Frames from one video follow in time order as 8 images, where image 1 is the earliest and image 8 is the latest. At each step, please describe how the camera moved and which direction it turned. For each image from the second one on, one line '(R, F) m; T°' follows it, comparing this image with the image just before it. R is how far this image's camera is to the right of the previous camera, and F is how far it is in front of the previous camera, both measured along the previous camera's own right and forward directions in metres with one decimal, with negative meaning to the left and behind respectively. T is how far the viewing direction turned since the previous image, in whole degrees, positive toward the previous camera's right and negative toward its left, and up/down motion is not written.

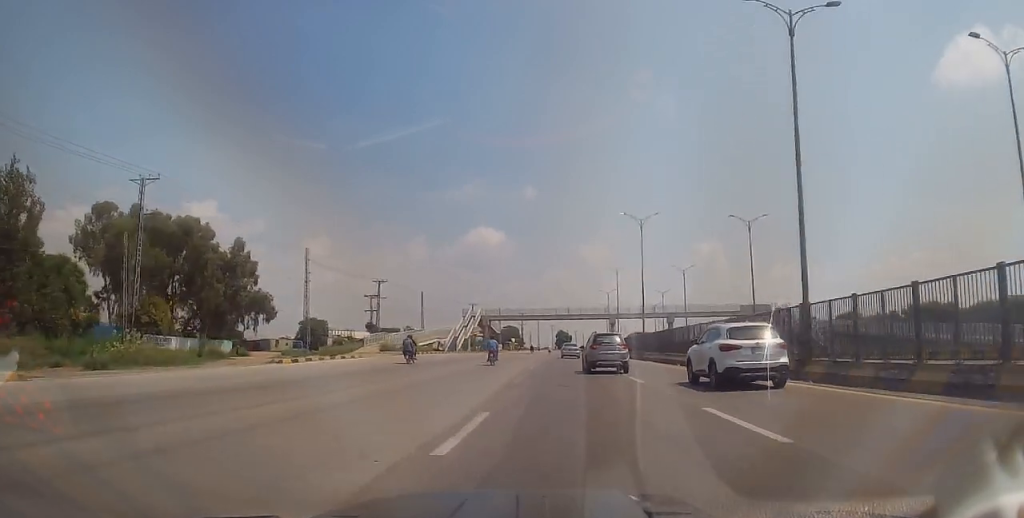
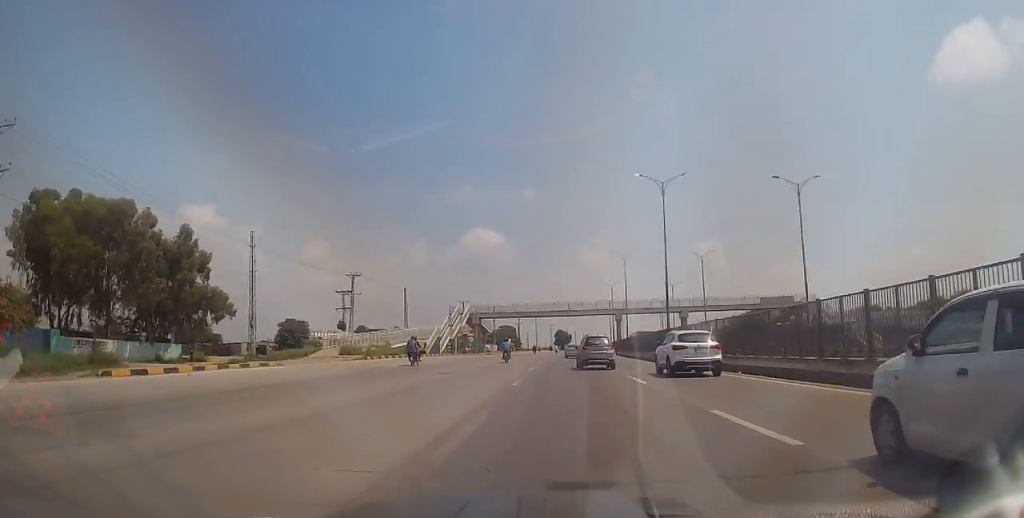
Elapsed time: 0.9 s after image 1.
(+0.3, +12.3) m; +2°
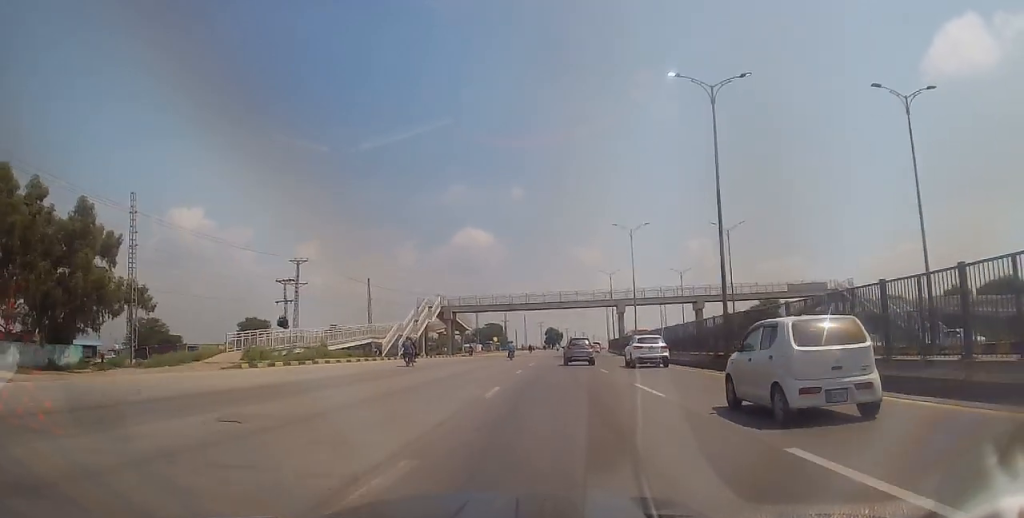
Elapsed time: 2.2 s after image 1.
(+0.3, +16.4) m; +1°
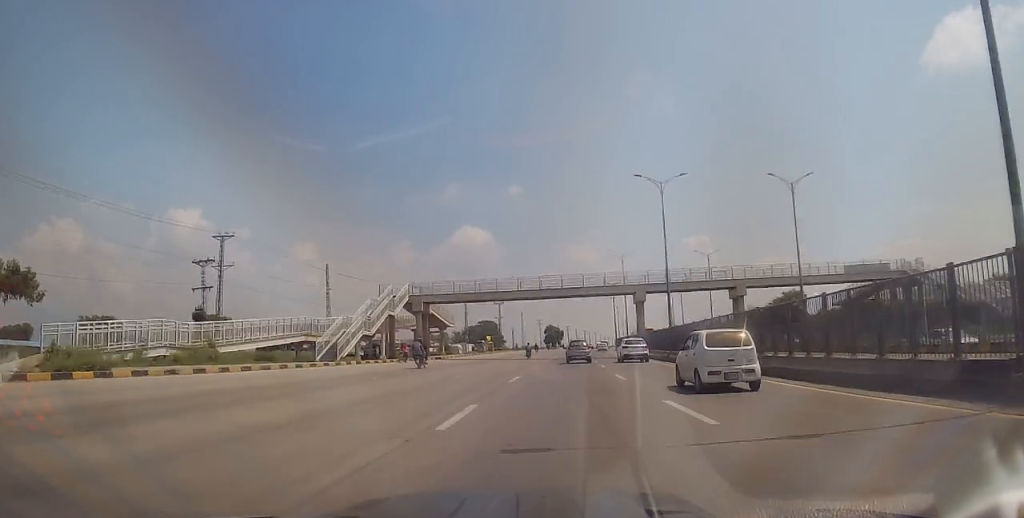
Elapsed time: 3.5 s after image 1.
(0.0, +17.7) m; -1°
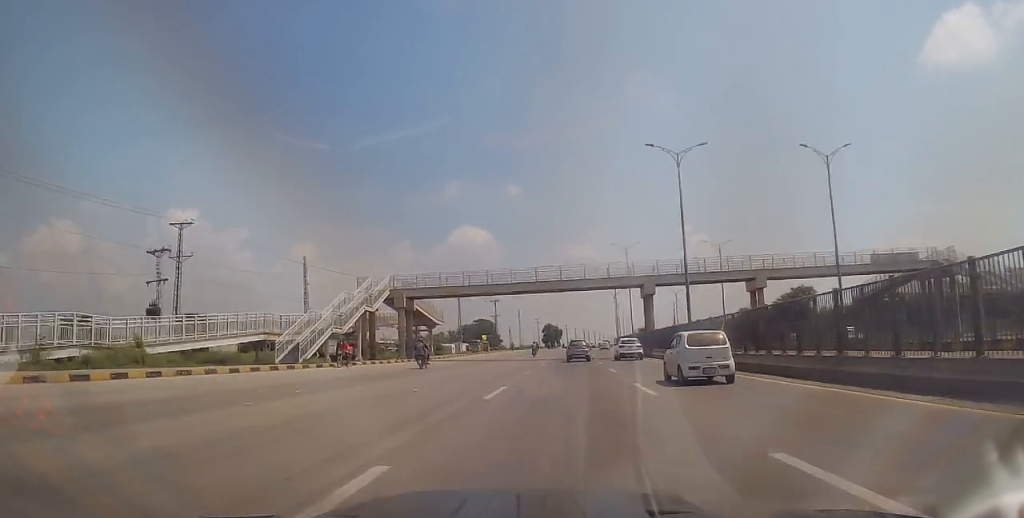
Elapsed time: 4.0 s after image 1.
(-0.1, +6.6) m; 0°
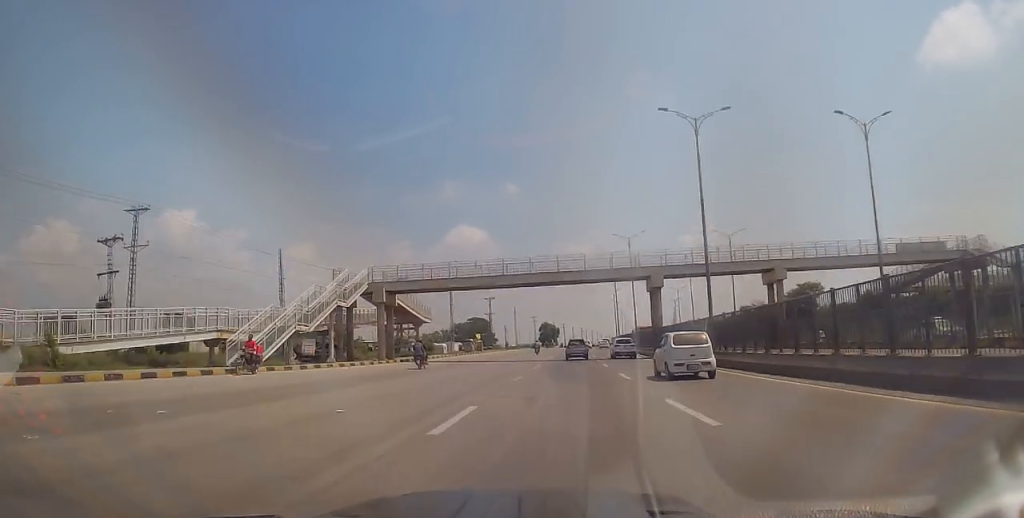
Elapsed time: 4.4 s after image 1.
(-0.1, +5.7) m; 0°
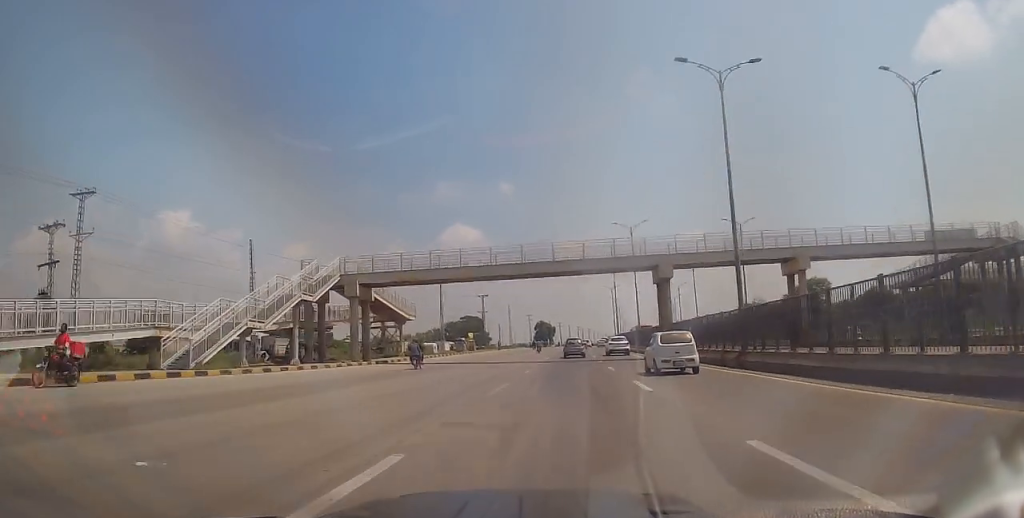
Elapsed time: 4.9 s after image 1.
(0.0, +5.7) m; +1°
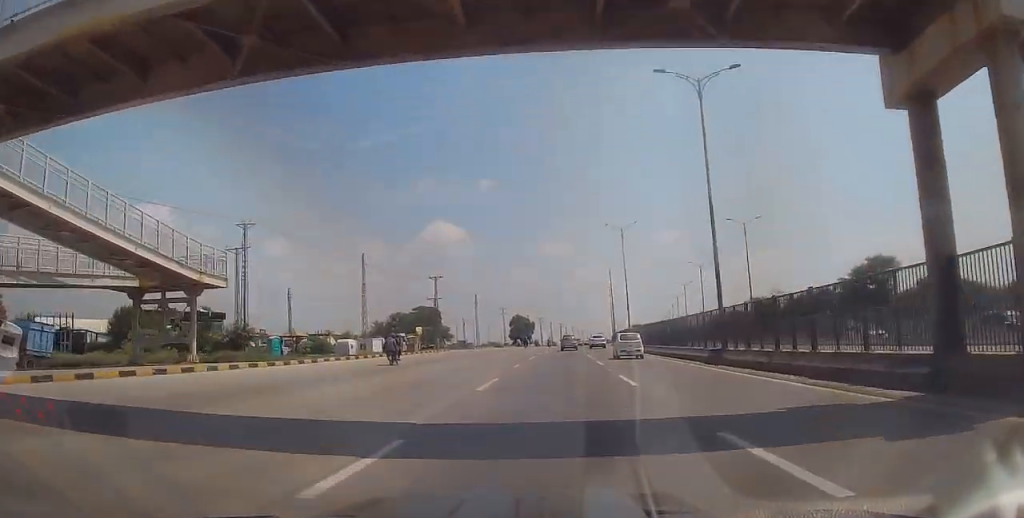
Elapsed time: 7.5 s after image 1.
(+0.8, +34.9) m; +1°
